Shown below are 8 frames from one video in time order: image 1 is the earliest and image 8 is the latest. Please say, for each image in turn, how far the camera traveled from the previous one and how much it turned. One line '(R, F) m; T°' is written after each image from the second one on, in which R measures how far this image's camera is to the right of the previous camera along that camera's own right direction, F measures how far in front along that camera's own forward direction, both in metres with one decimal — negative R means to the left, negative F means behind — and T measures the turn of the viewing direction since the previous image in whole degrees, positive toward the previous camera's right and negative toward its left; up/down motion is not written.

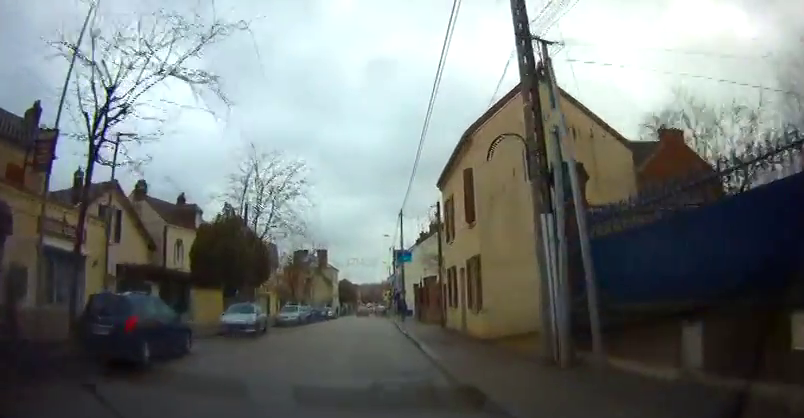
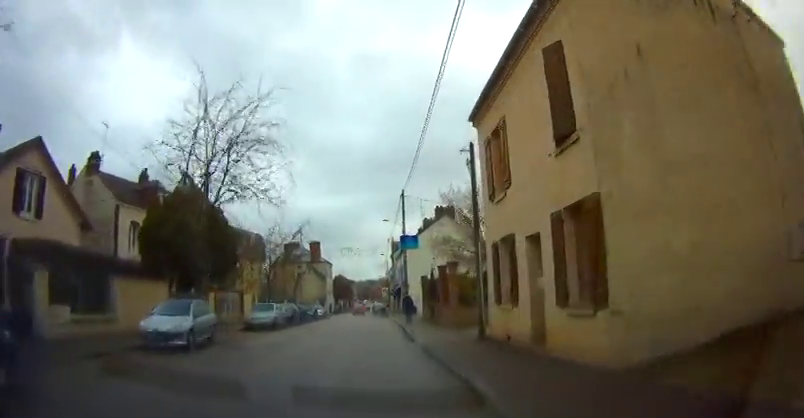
(+0.1, +7.8) m; +2°
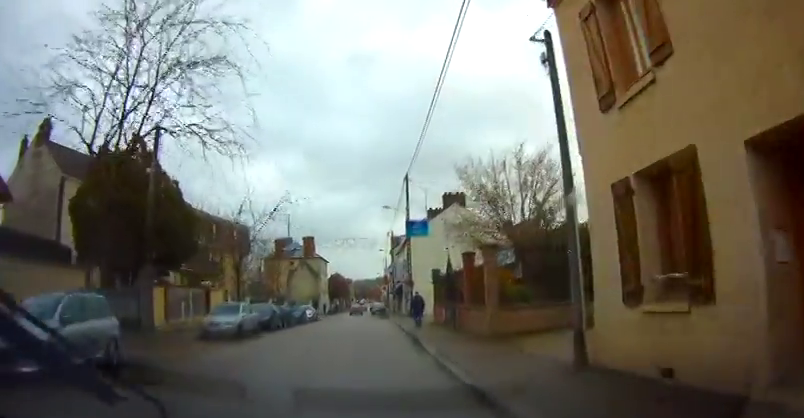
(0.0, +6.8) m; +3°
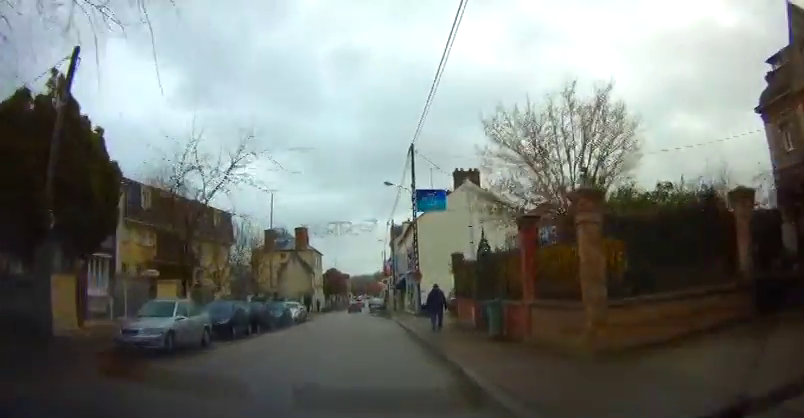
(+0.4, +6.7) m; 0°
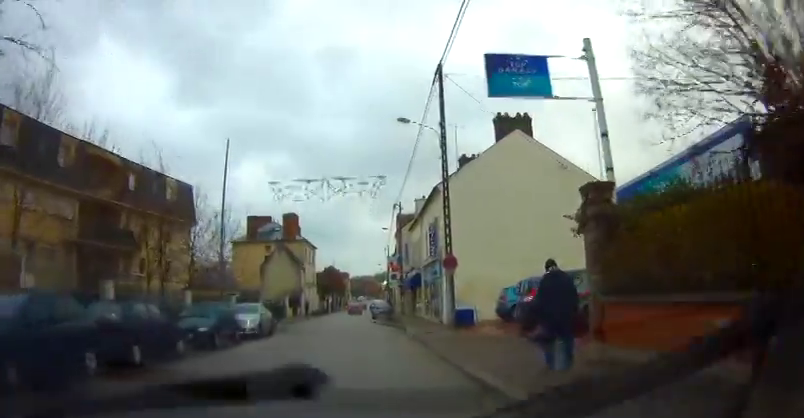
(-0.6, +12.5) m; -4°
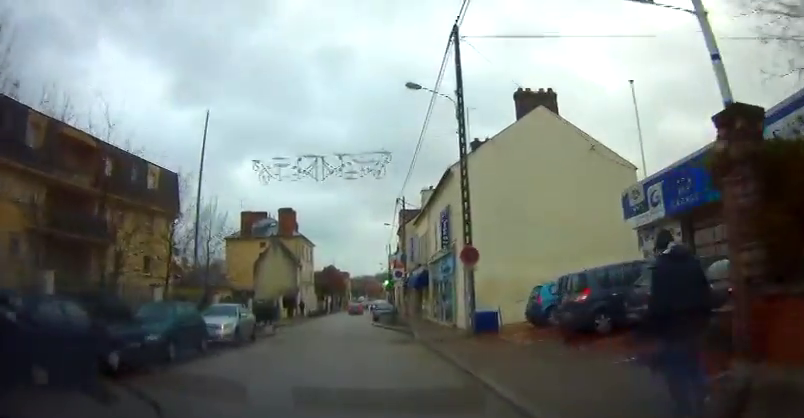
(+0.1, +3.8) m; 0°
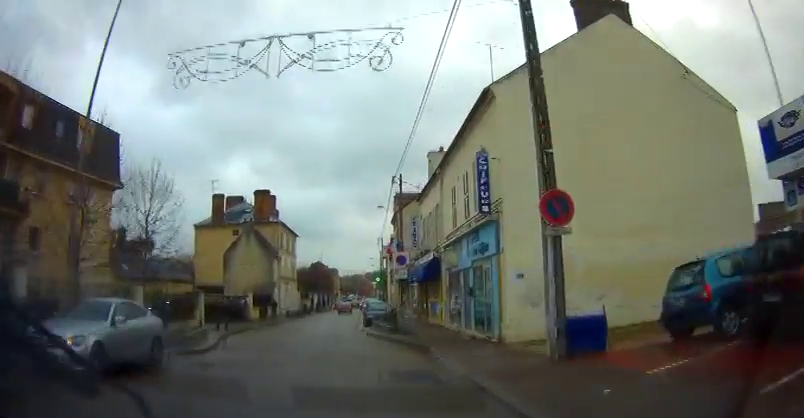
(0.0, +8.9) m; 0°
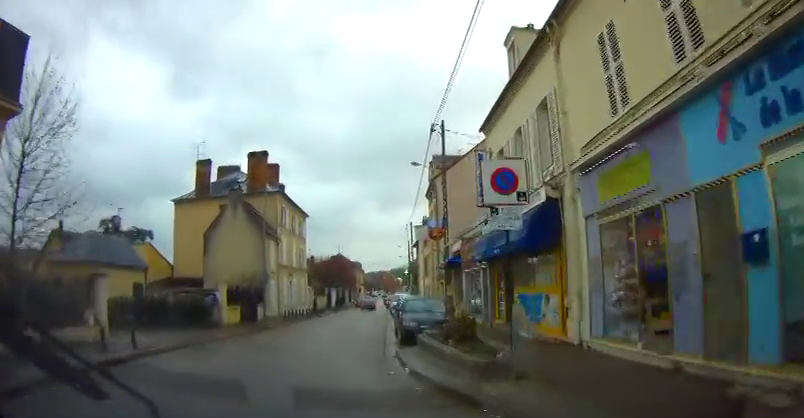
(-0.1, +12.8) m; -1°
